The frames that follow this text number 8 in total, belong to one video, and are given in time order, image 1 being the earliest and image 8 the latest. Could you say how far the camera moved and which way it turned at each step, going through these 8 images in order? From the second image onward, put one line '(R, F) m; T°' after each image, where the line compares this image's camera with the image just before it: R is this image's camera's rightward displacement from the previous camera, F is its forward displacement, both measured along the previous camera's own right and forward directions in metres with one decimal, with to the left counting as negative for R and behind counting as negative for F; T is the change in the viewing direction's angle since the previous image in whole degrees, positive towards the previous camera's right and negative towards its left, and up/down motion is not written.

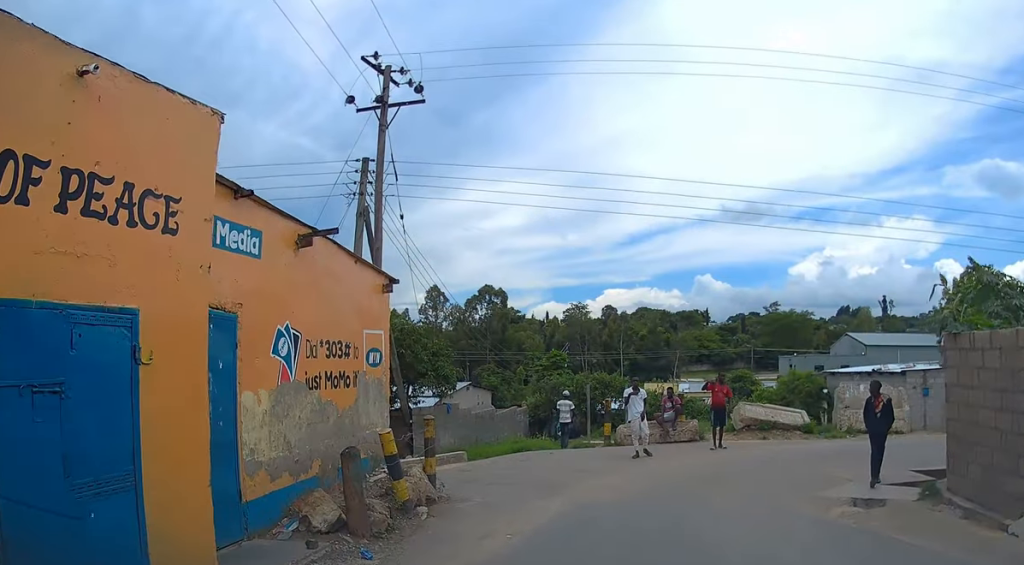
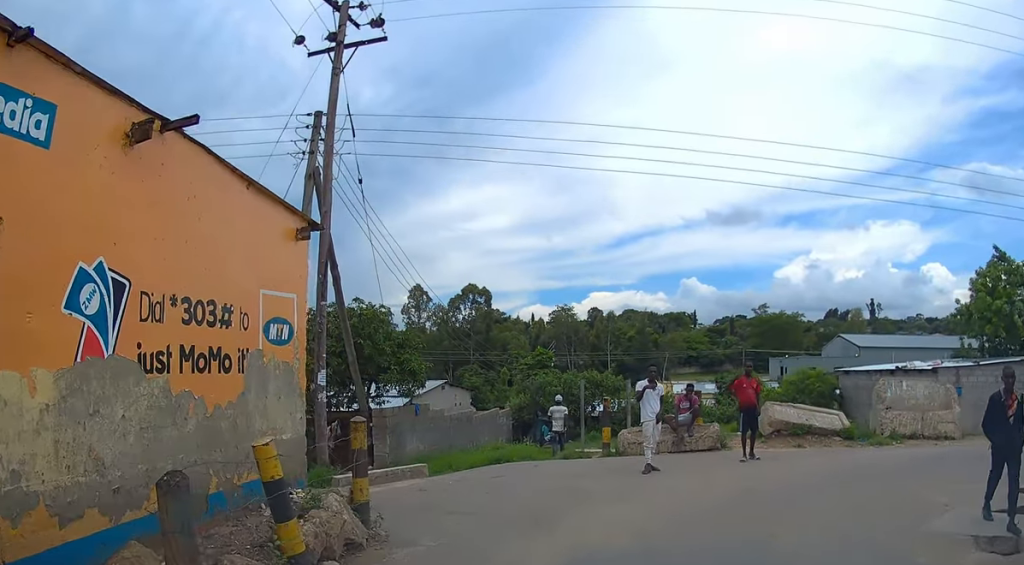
(0.0, +3.5) m; +2°
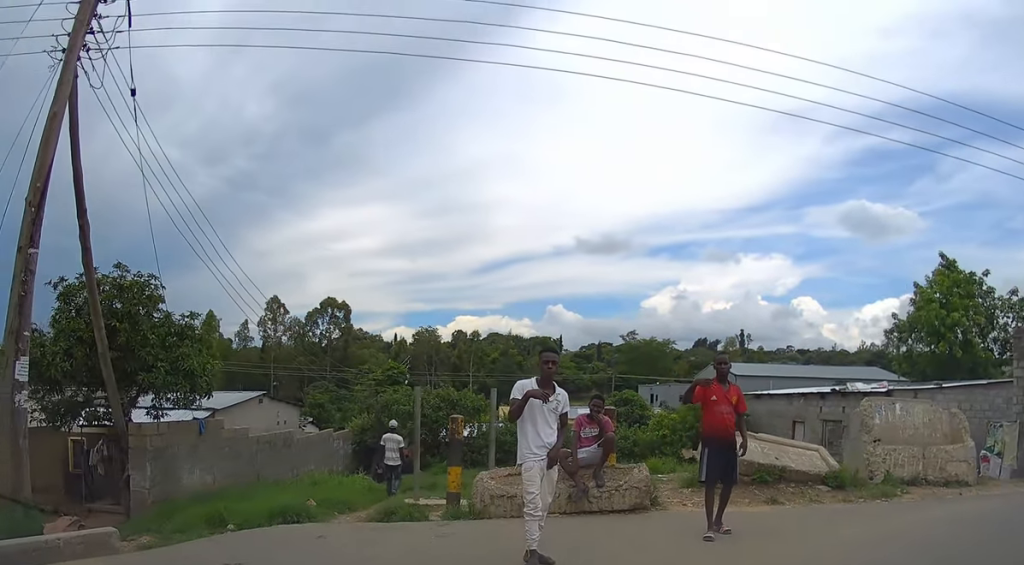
(+0.5, +6.2) m; +13°
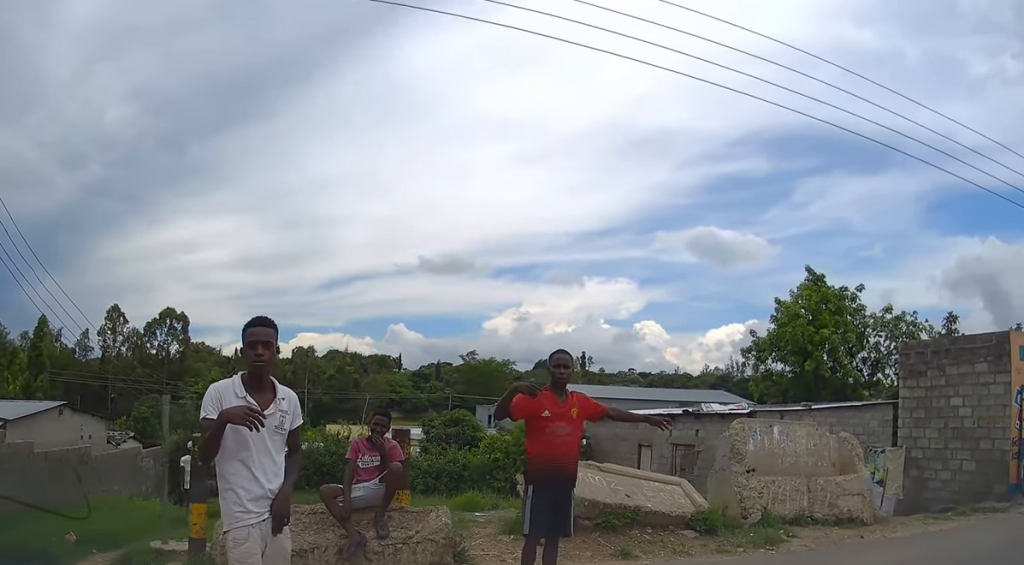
(+0.3, +2.3) m; +17°
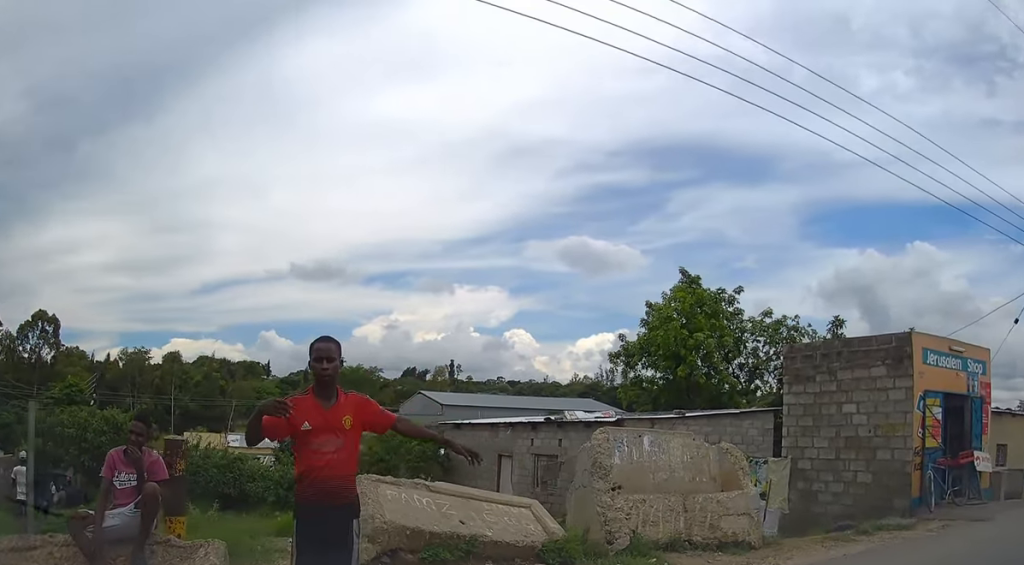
(+0.3, +1.4) m; +17°
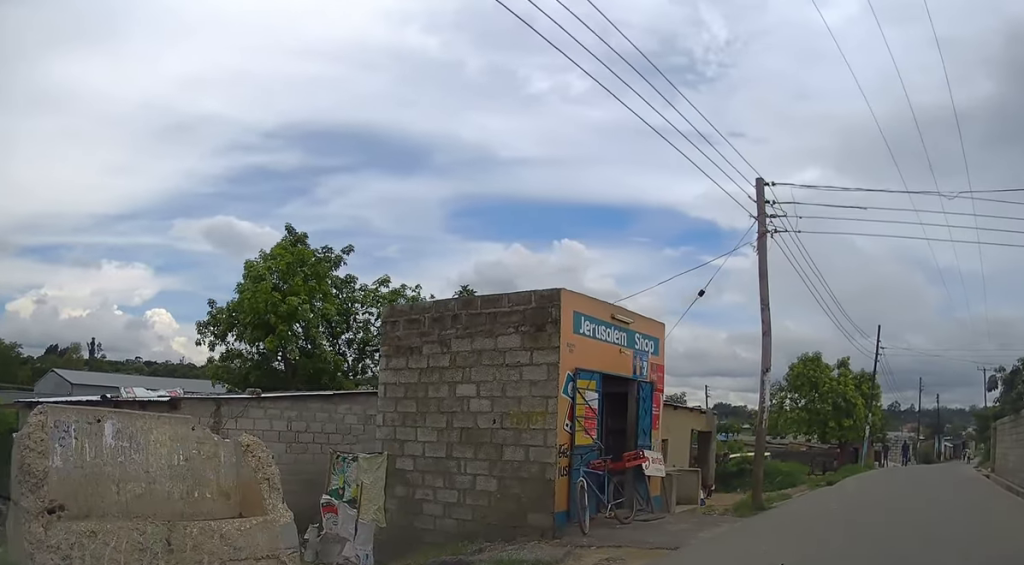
(+1.0, +3.2) m; +30°
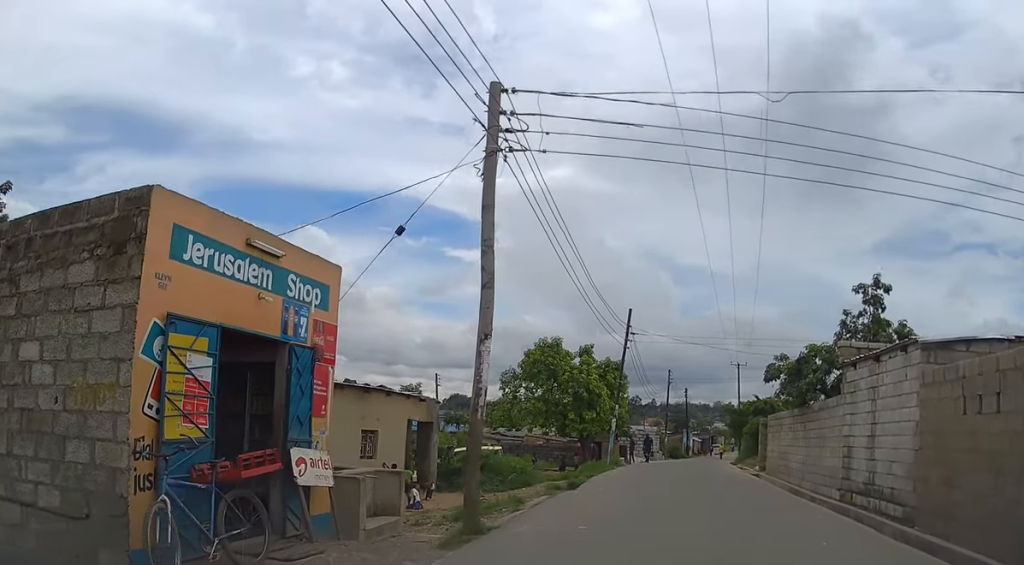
(+0.3, +3.5) m; +9°
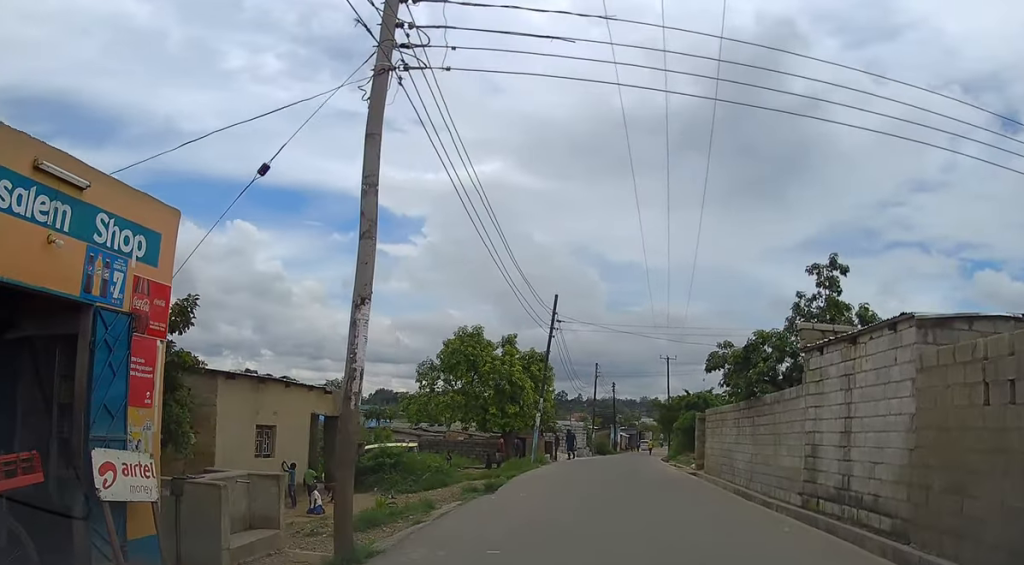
(+0.1, +2.1) m; +3°
